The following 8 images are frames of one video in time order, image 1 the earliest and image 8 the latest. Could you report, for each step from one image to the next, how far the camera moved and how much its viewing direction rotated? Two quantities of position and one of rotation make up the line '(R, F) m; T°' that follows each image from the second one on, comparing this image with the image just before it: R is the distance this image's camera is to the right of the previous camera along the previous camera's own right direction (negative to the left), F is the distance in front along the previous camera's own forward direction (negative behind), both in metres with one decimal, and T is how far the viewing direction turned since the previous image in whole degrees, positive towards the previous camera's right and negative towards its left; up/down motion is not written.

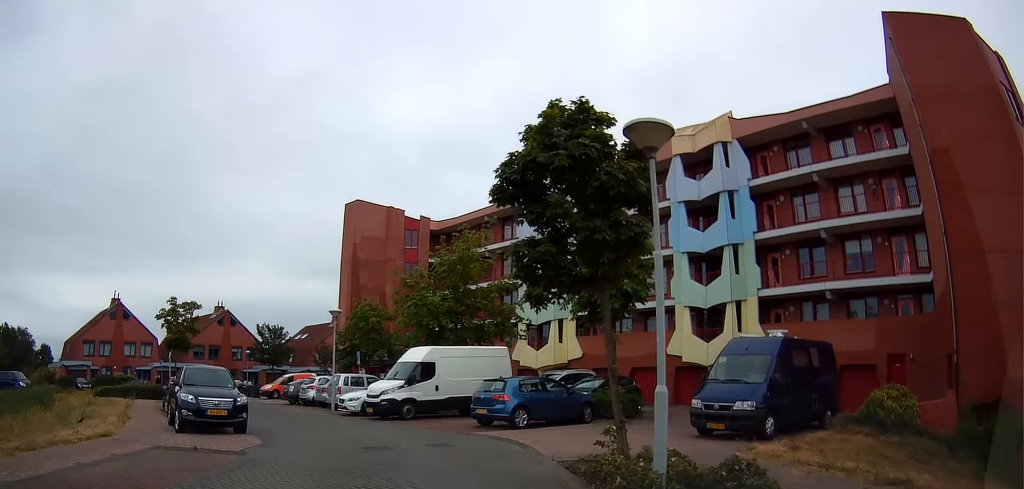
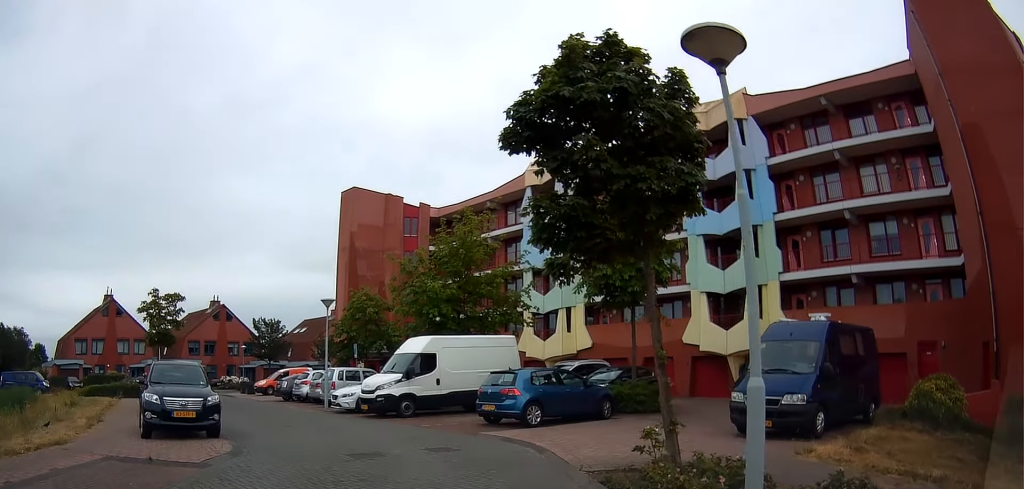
(-0.1, +2.1) m; -3°
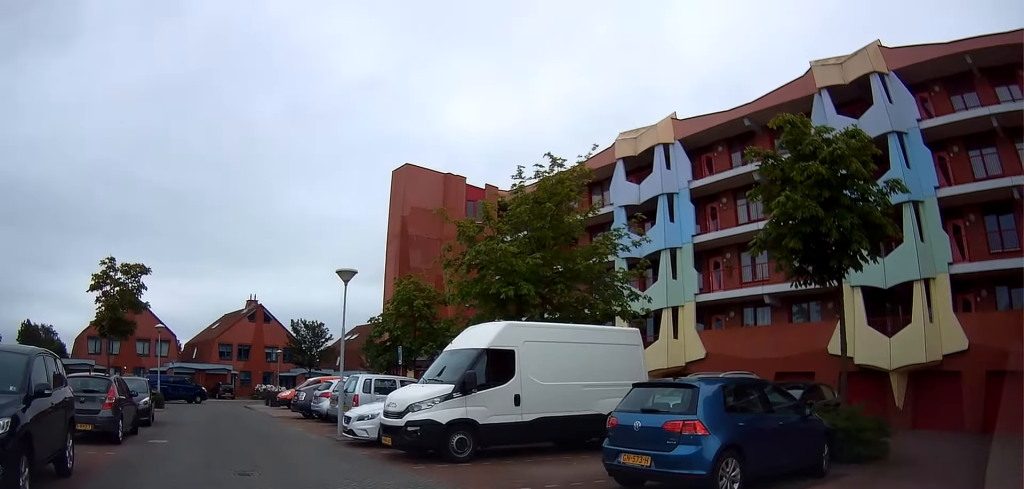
(-0.8, +7.4) m; -7°
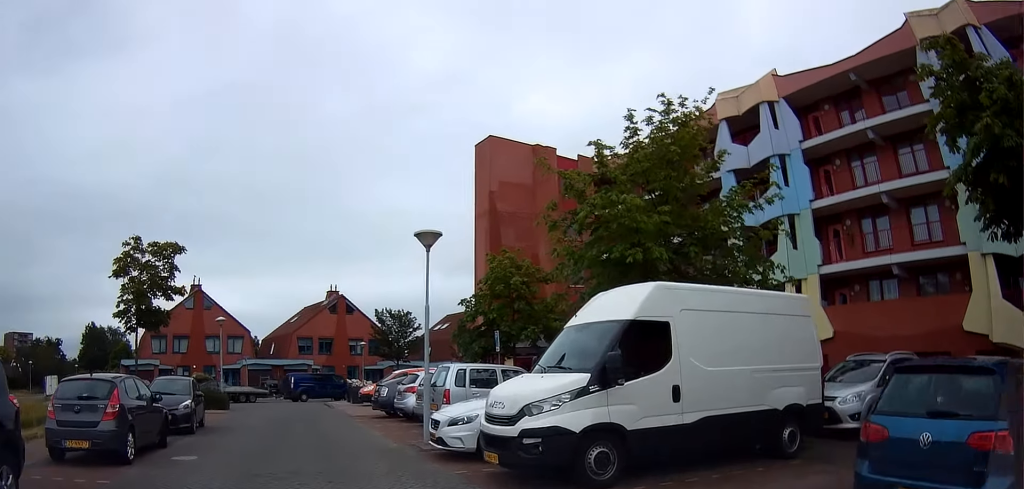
(+0.3, +3.1) m; -7°
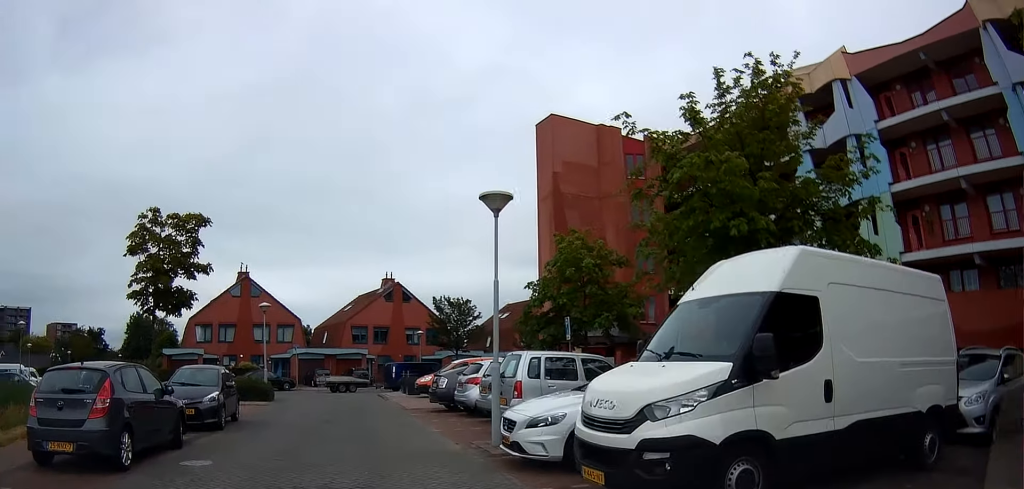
(-0.3, +1.9) m; -6°
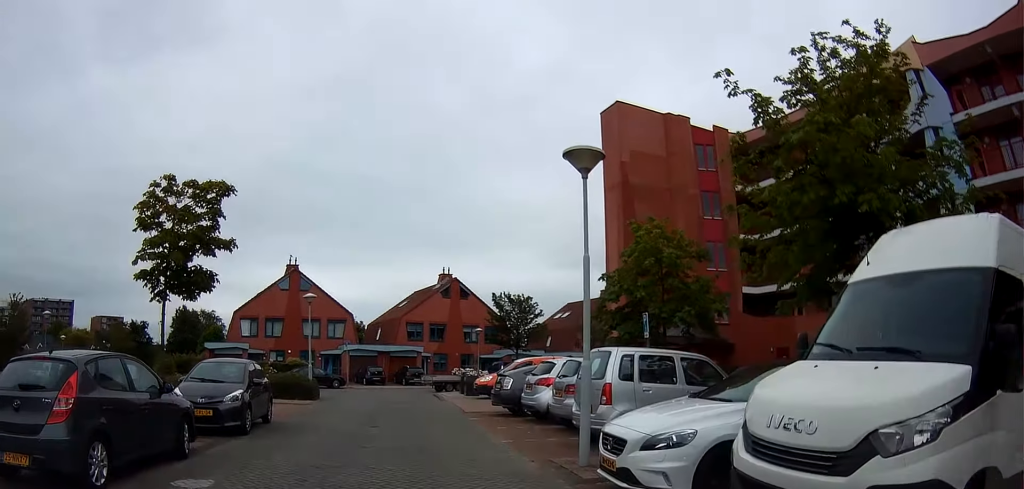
(-0.2, +2.0) m; -6°
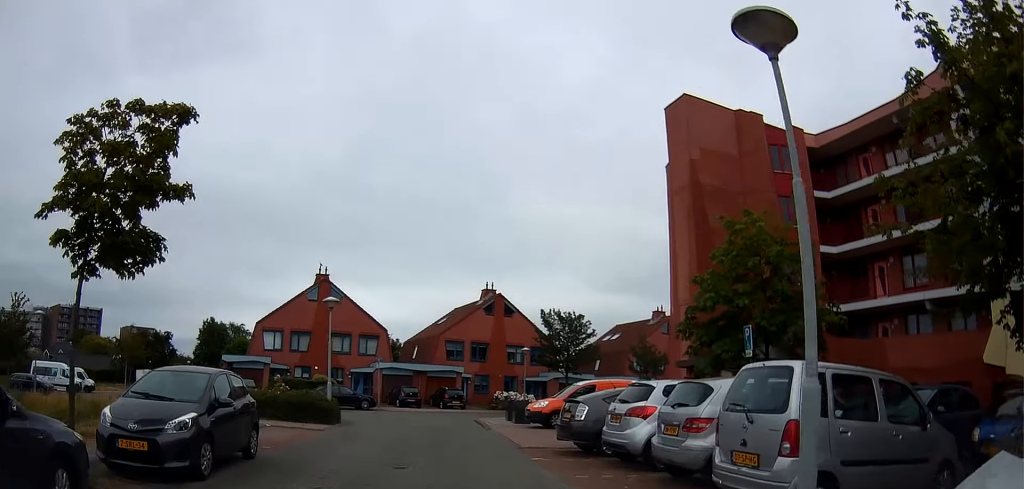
(-0.1, +4.1) m; -4°
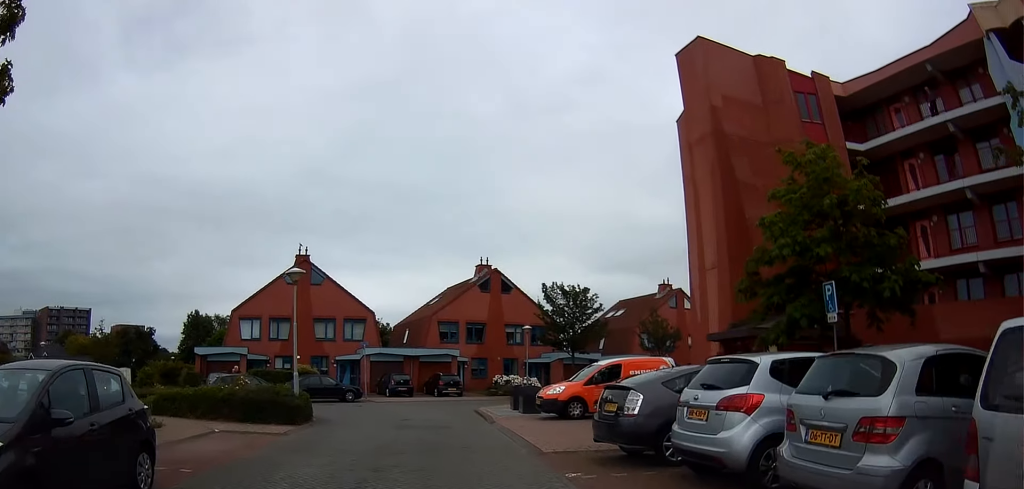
(-0.1, +4.0) m; -1°
